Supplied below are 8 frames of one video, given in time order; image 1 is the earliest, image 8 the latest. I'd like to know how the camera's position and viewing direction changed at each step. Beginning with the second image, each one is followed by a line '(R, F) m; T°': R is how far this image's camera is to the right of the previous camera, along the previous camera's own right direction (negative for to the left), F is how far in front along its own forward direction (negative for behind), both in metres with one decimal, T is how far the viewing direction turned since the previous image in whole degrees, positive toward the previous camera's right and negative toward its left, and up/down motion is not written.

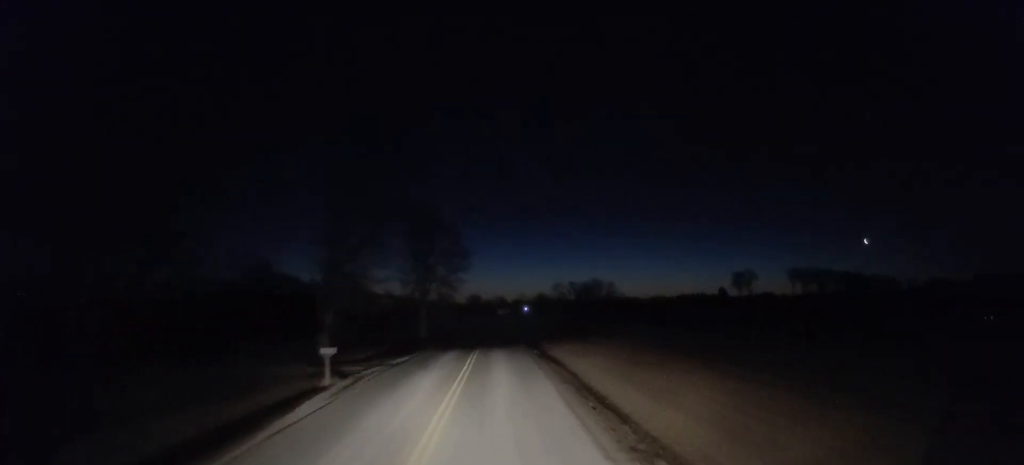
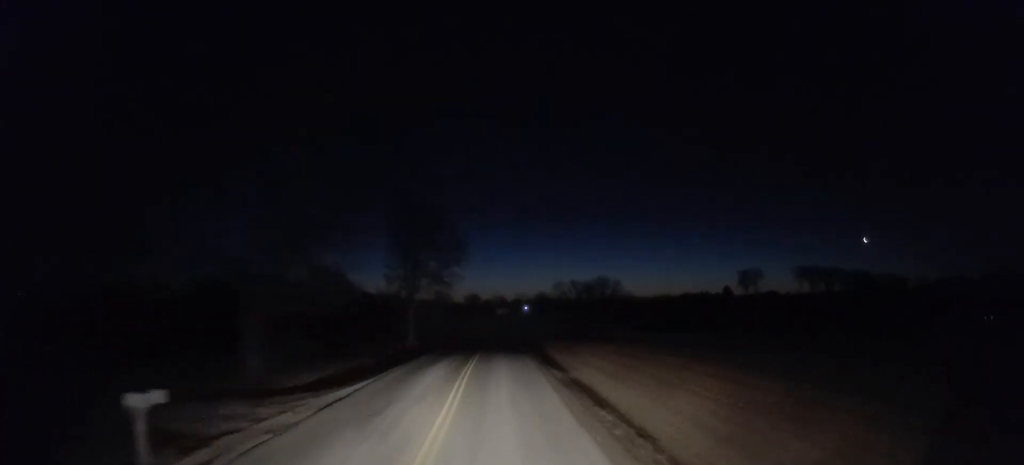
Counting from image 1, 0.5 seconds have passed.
(0.0, +11.3) m; 0°
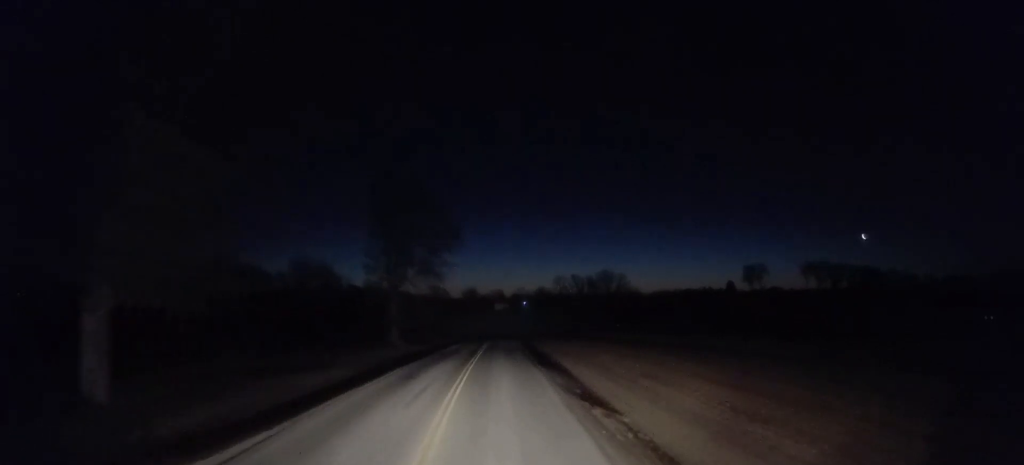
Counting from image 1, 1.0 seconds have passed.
(0.0, +10.5) m; 0°
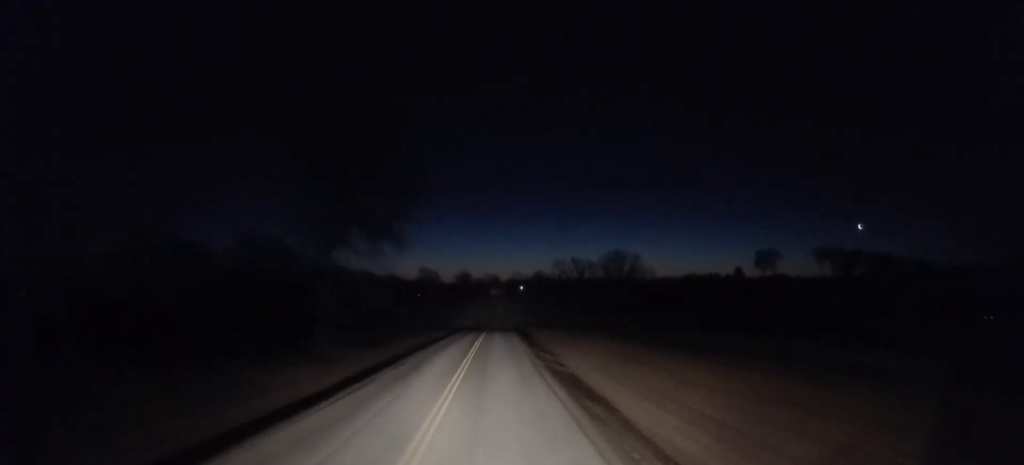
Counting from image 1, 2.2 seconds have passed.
(+0.2, +24.0) m; +2°
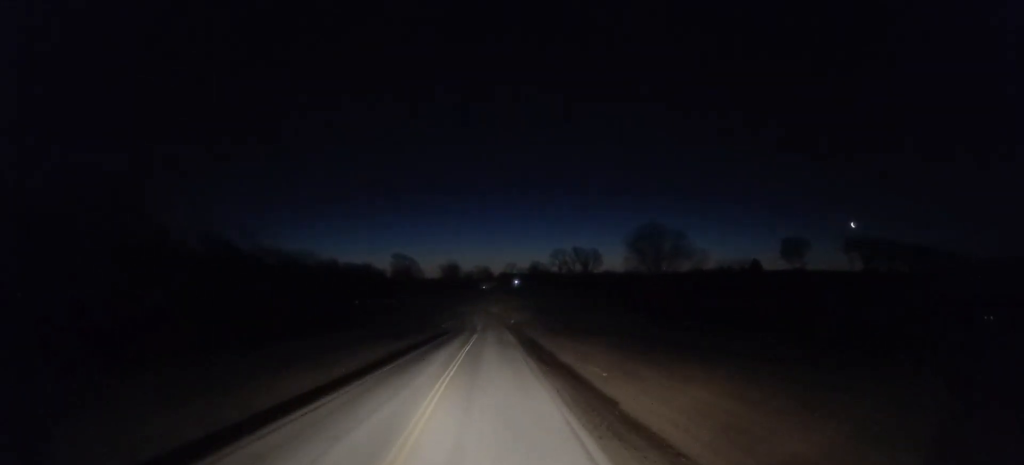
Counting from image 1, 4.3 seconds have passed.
(+0.9, +43.0) m; +2°
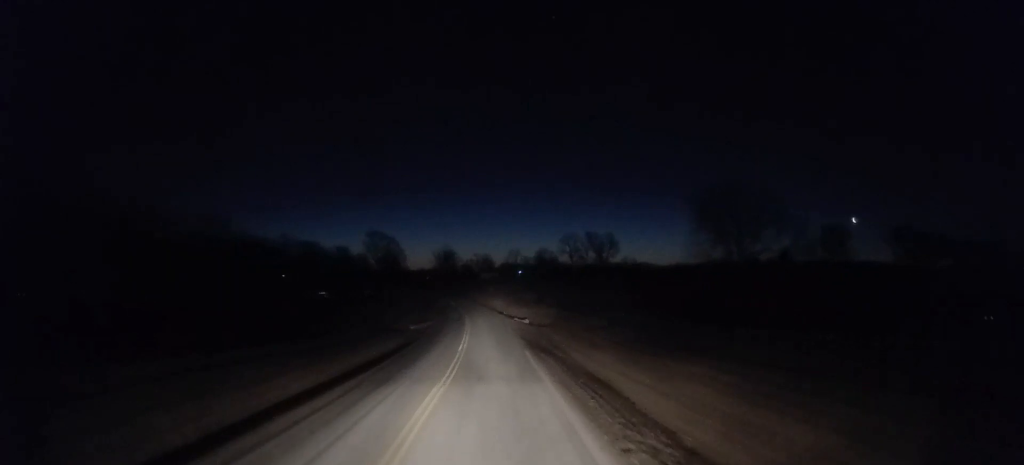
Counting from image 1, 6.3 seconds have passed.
(+1.1, +39.1) m; +2°
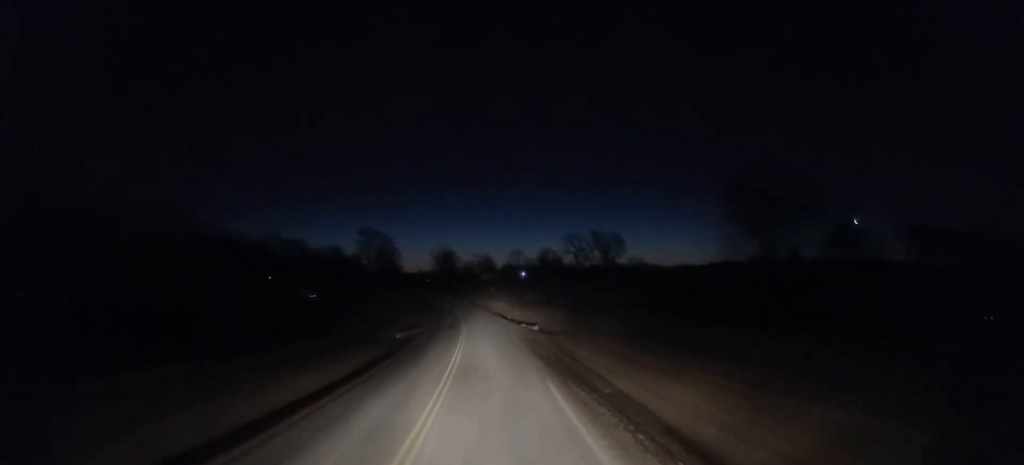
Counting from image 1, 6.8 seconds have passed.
(+0.1, +10.5) m; -1°
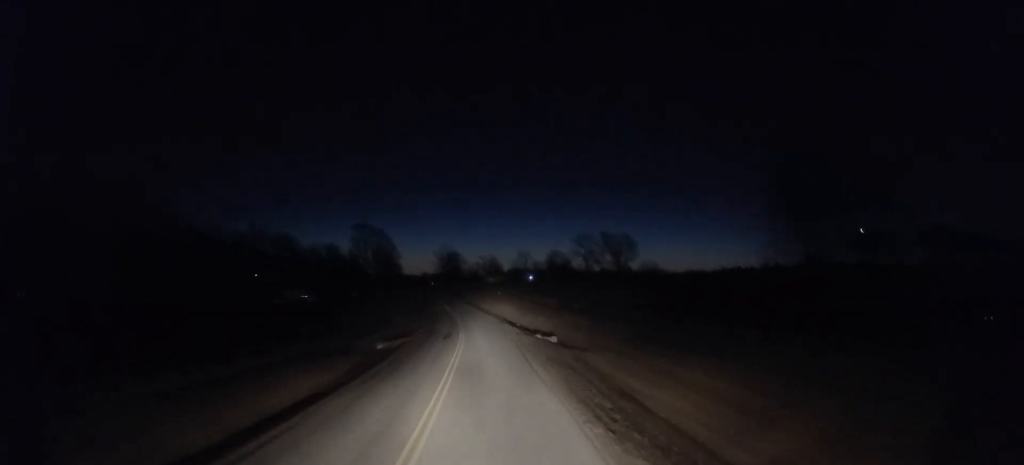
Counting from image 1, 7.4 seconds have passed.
(-0.2, +11.1) m; -1°
